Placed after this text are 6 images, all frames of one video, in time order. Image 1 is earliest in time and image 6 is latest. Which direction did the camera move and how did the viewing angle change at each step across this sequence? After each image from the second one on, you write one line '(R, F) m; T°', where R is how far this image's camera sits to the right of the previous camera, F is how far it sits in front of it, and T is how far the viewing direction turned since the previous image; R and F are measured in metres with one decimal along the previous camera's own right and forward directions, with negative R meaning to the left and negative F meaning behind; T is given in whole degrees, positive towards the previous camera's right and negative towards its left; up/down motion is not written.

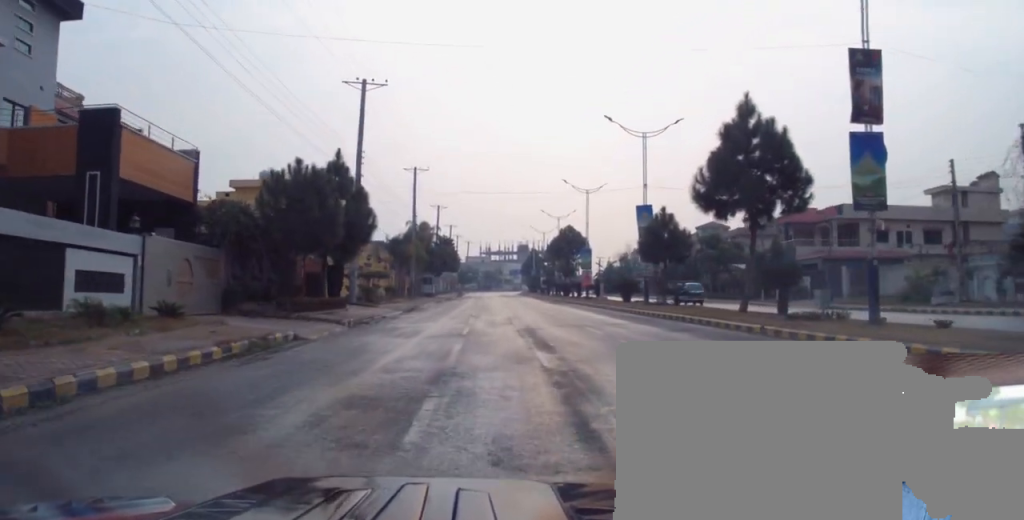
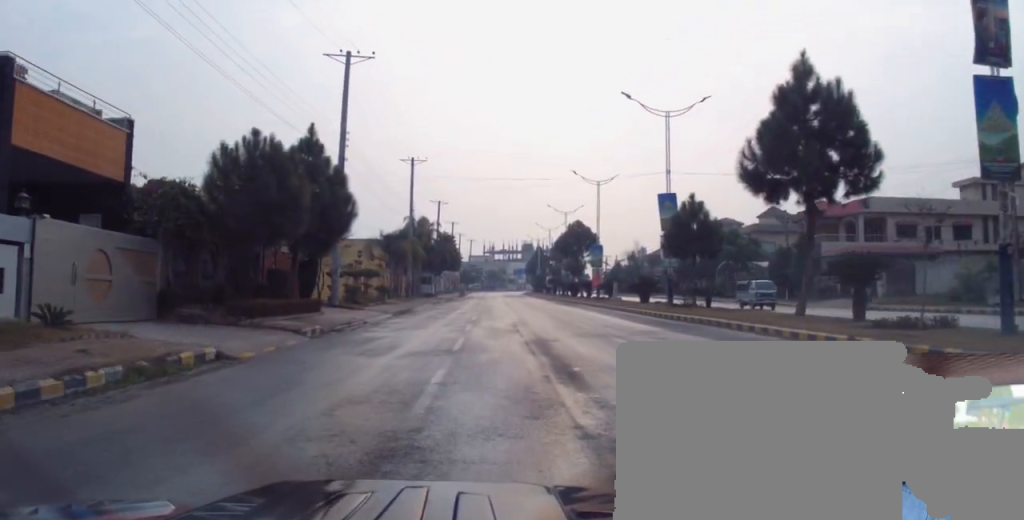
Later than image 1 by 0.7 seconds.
(-0.1, +4.9) m; -1°
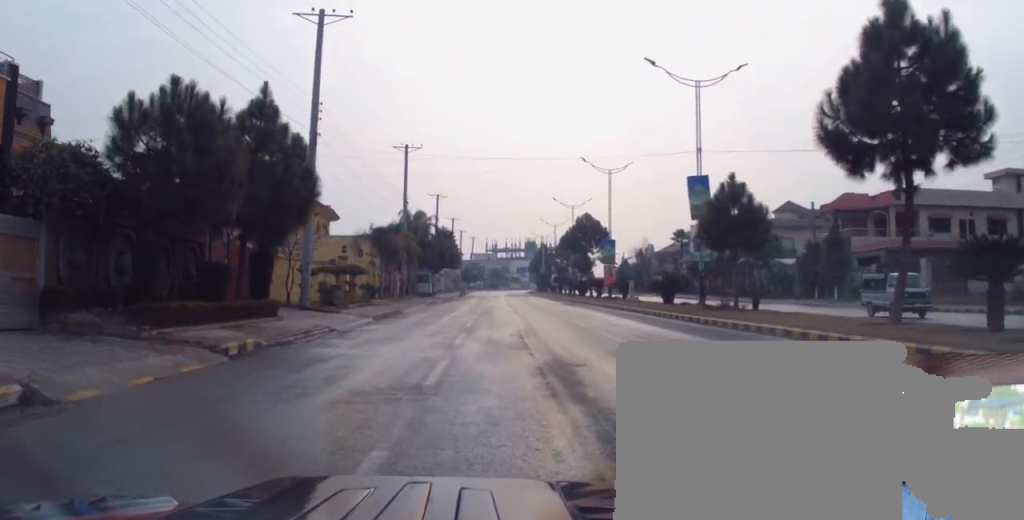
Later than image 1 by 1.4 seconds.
(-0.1, +5.6) m; 0°
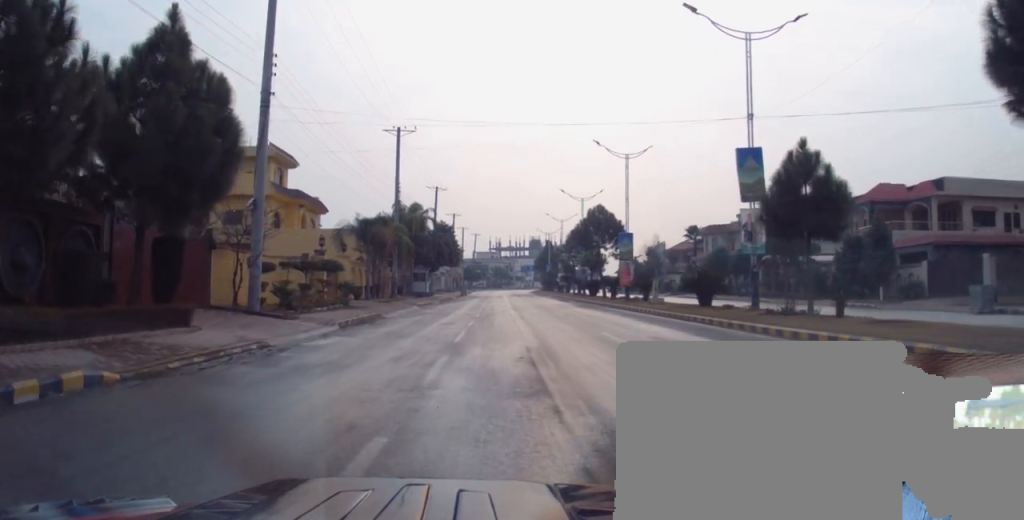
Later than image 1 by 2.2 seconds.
(+0.2, +6.2) m; +2°
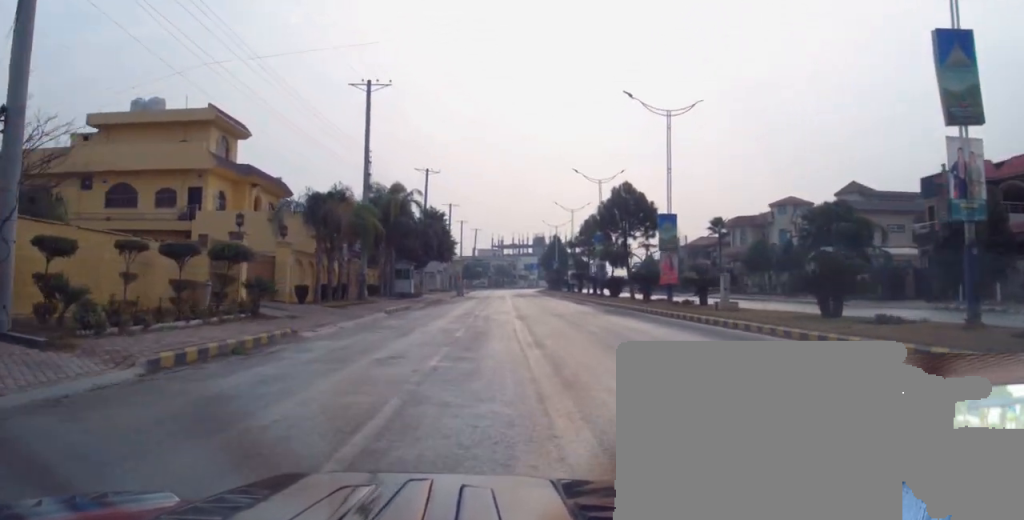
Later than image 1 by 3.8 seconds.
(+0.1, +12.3) m; -1°
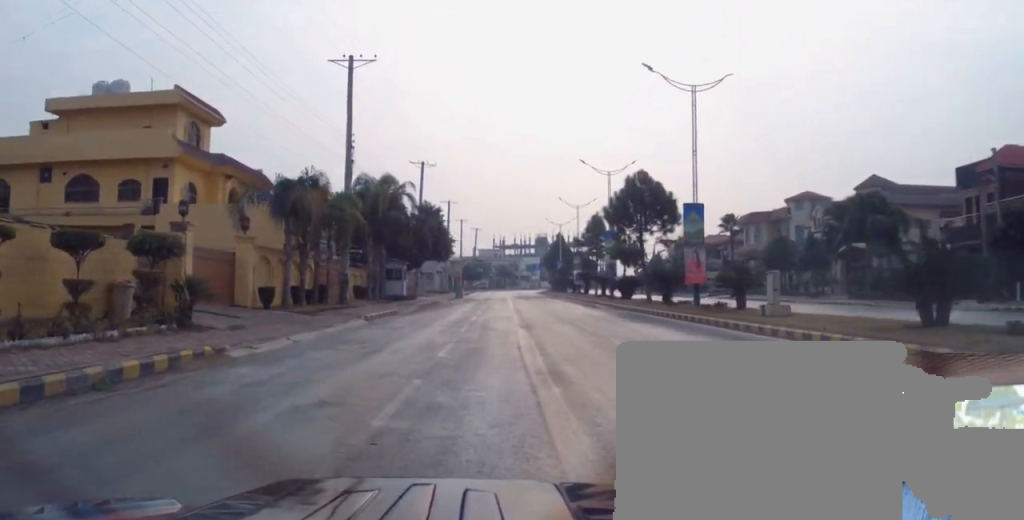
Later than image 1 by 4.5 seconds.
(0.0, +5.0) m; -1°
